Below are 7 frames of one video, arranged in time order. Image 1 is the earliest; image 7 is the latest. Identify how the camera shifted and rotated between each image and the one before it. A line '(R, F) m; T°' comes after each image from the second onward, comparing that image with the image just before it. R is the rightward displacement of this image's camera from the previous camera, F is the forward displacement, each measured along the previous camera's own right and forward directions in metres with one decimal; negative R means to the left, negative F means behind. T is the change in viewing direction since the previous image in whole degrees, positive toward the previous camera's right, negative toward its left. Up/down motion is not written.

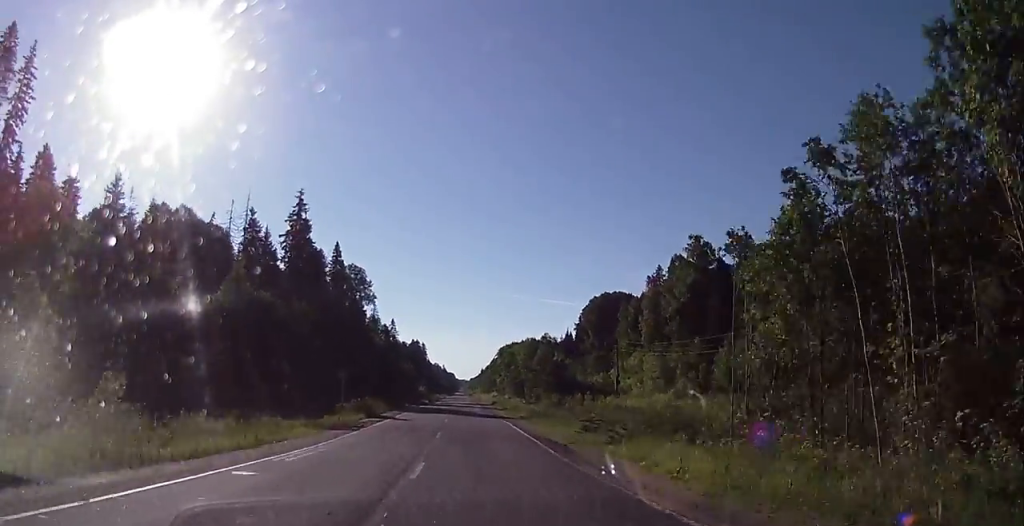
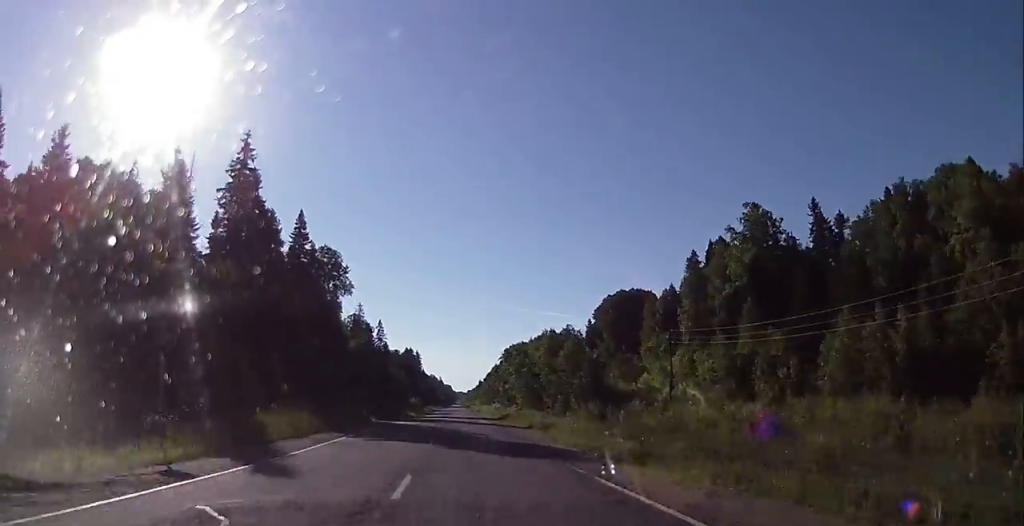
(0.0, +24.8) m; 0°
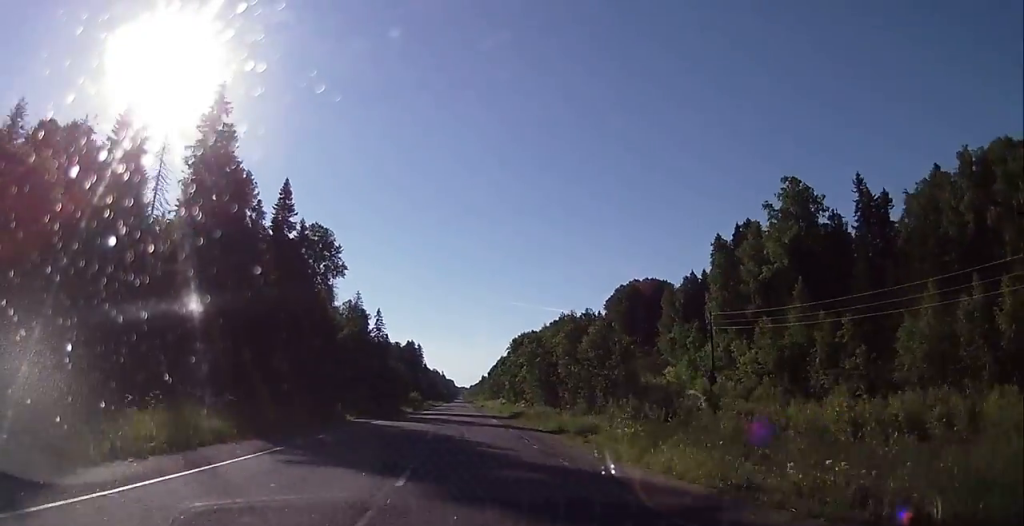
(-0.5, +10.5) m; 0°
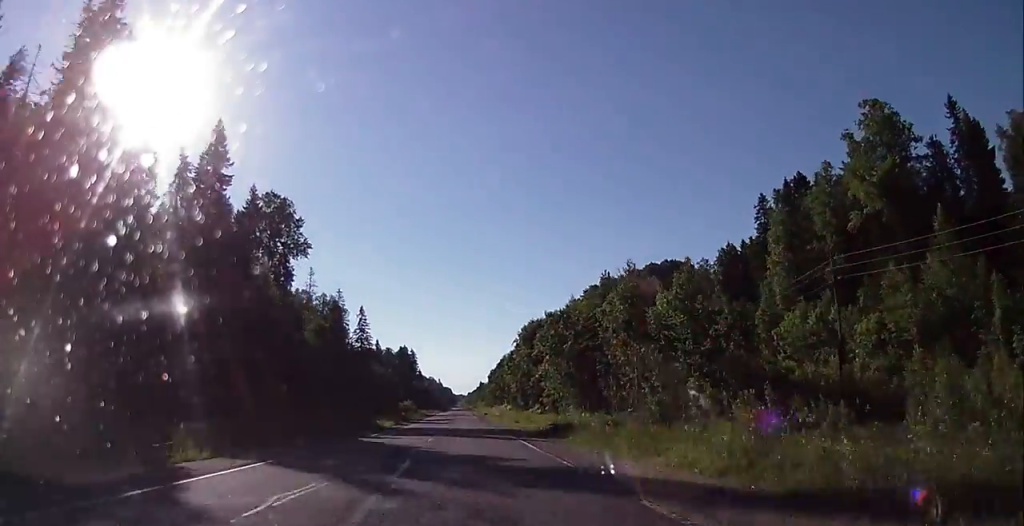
(+0.8, +21.6) m; +2°
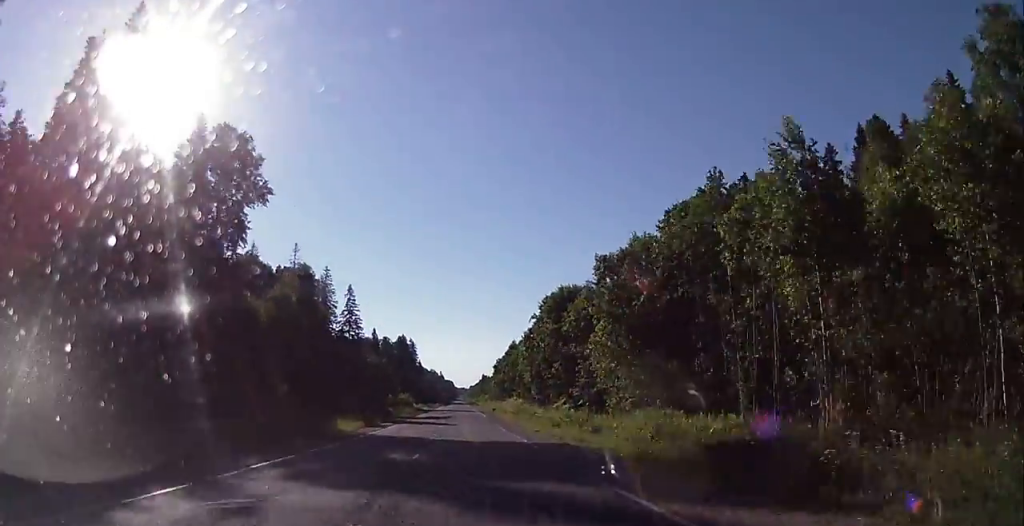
(+0.1, +19.3) m; +1°
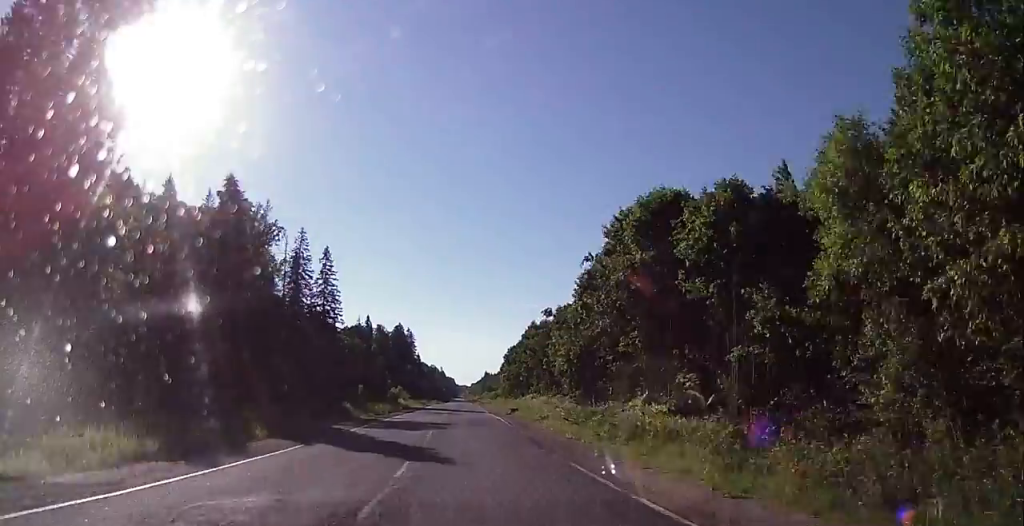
(+0.4, +27.9) m; 0°
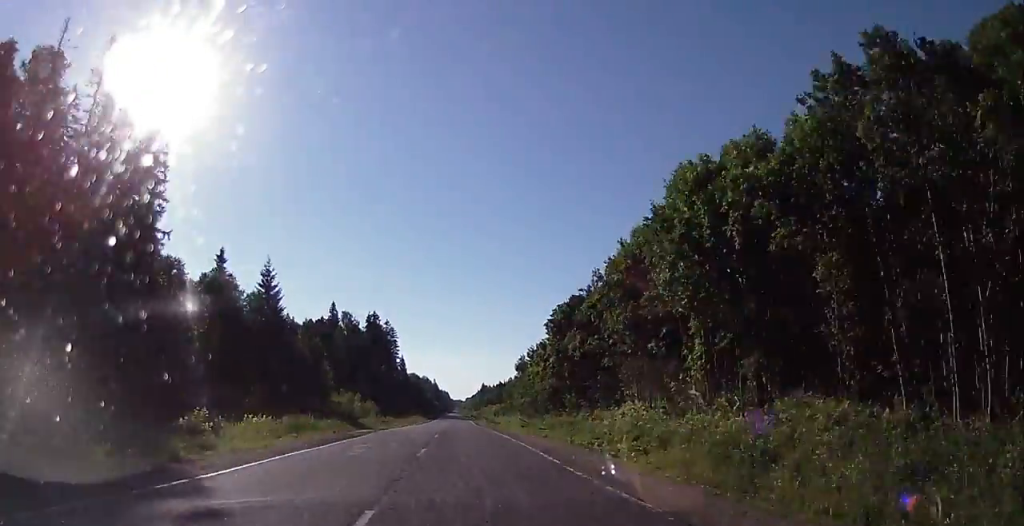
(-1.4, +64.3) m; 0°
